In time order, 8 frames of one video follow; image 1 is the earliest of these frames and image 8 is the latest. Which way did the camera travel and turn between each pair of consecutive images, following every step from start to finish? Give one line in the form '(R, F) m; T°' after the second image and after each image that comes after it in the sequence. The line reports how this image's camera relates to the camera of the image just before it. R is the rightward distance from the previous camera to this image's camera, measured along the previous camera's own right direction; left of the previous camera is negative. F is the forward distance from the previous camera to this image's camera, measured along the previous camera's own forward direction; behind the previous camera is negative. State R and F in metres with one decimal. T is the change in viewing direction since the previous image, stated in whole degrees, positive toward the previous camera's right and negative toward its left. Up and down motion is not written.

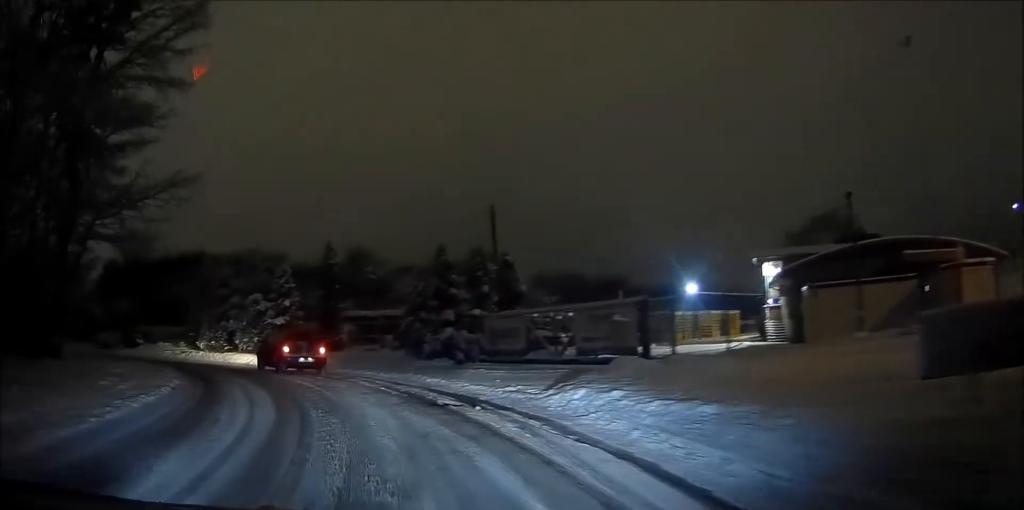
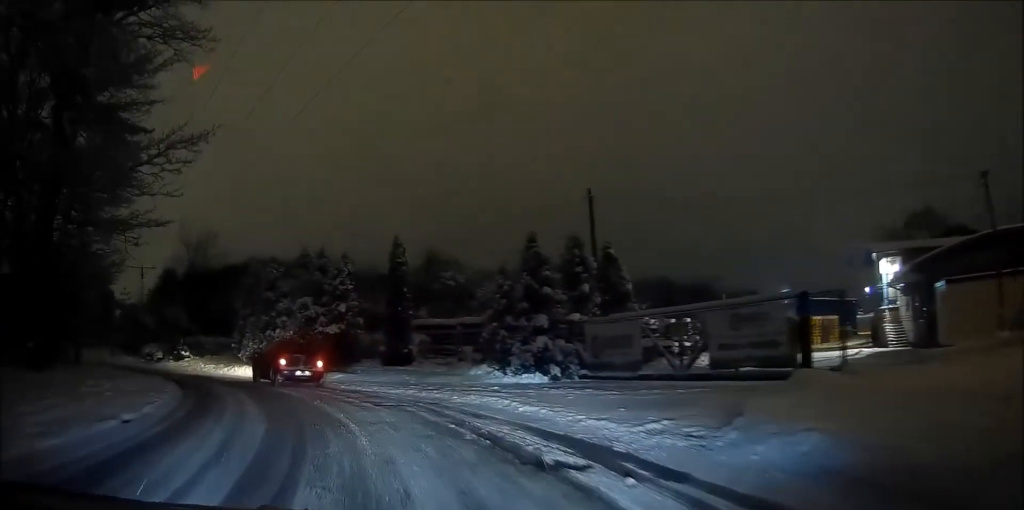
(-0.3, +5.1) m; -10°
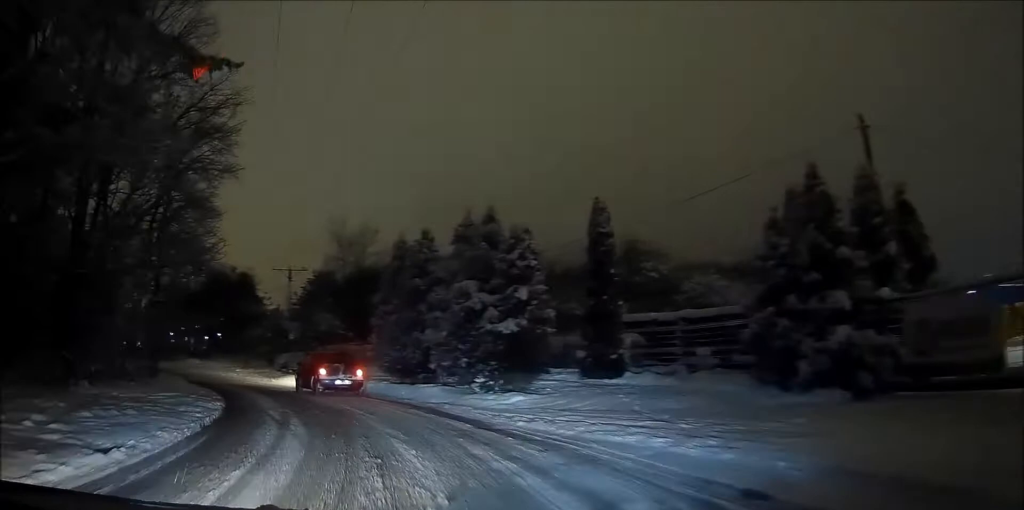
(-2.1, +8.1) m; -19°
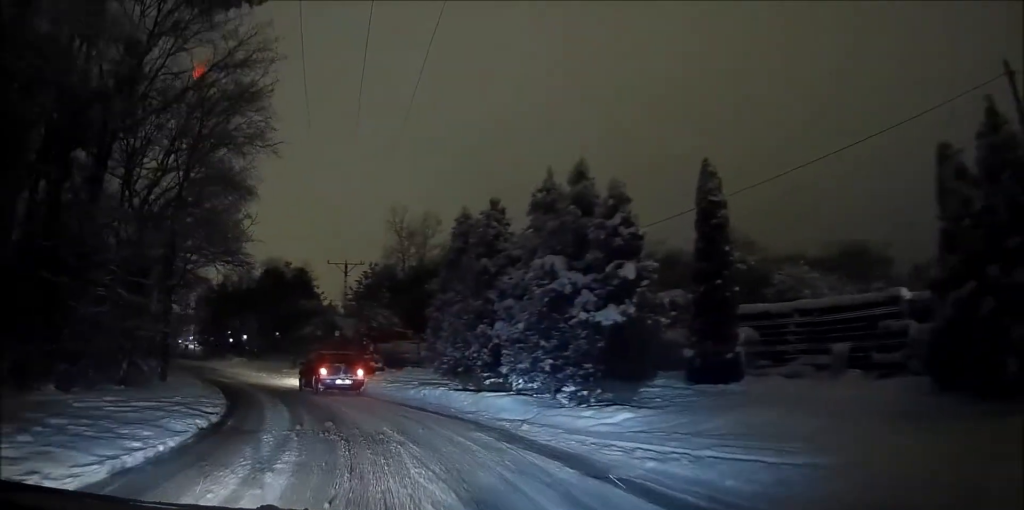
(0.0, +4.3) m; +2°
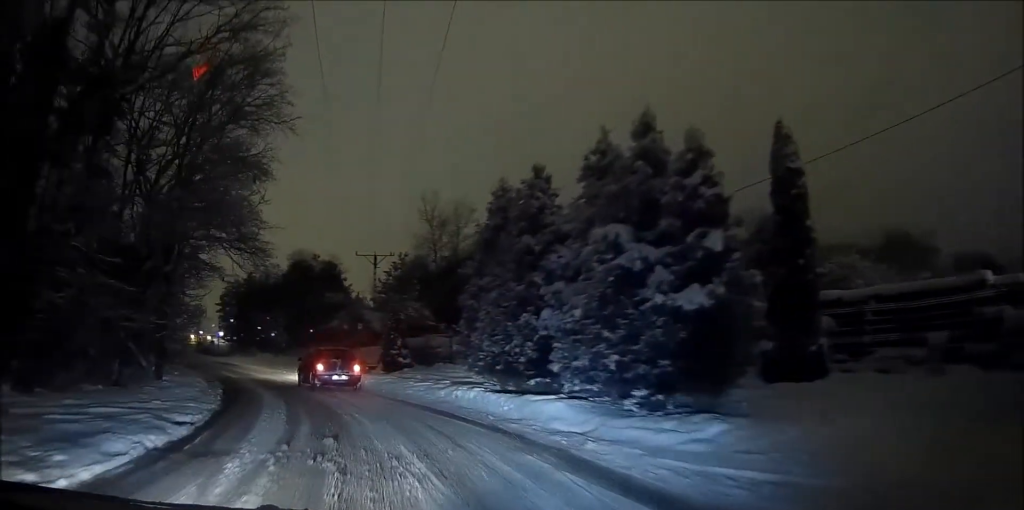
(+0.1, +2.6) m; +2°
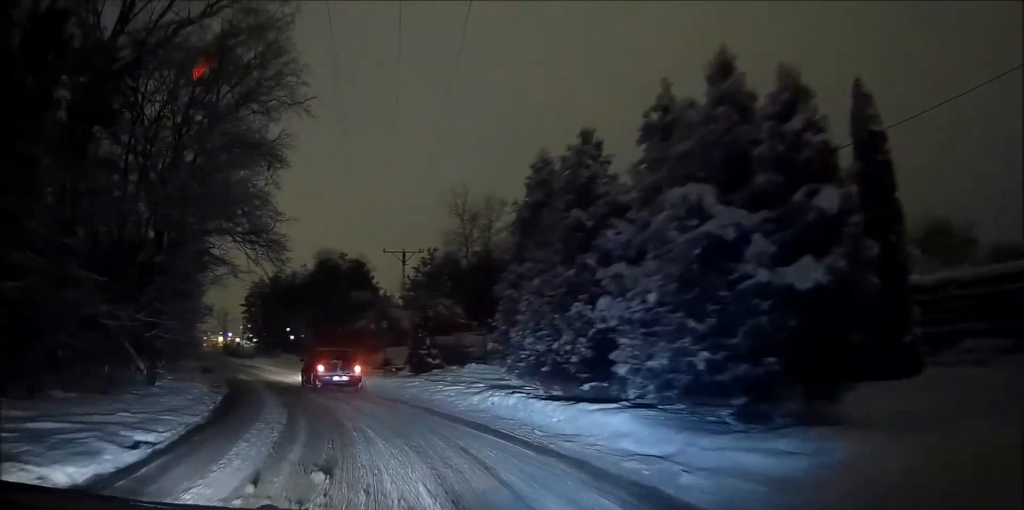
(0.0, +2.5) m; -4°
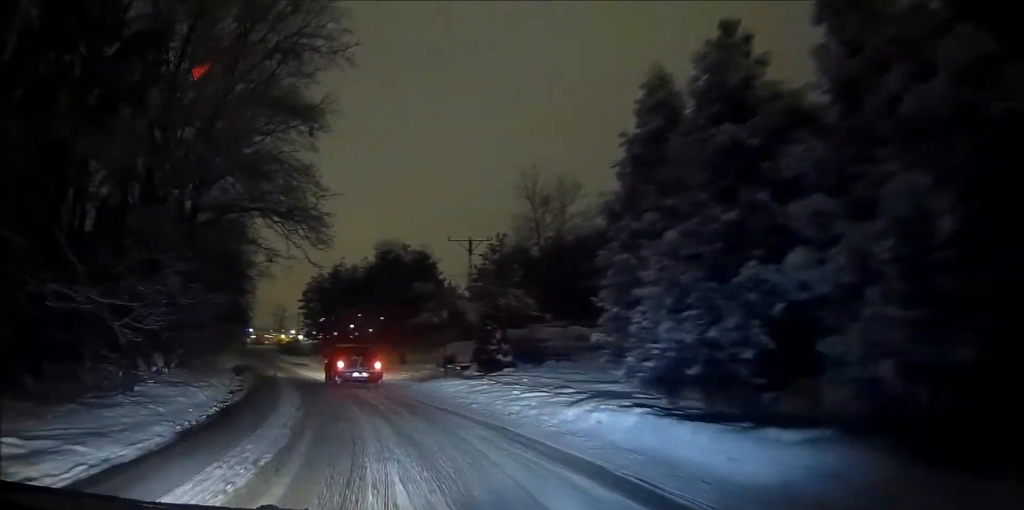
(-0.1, +4.3) m; -6°
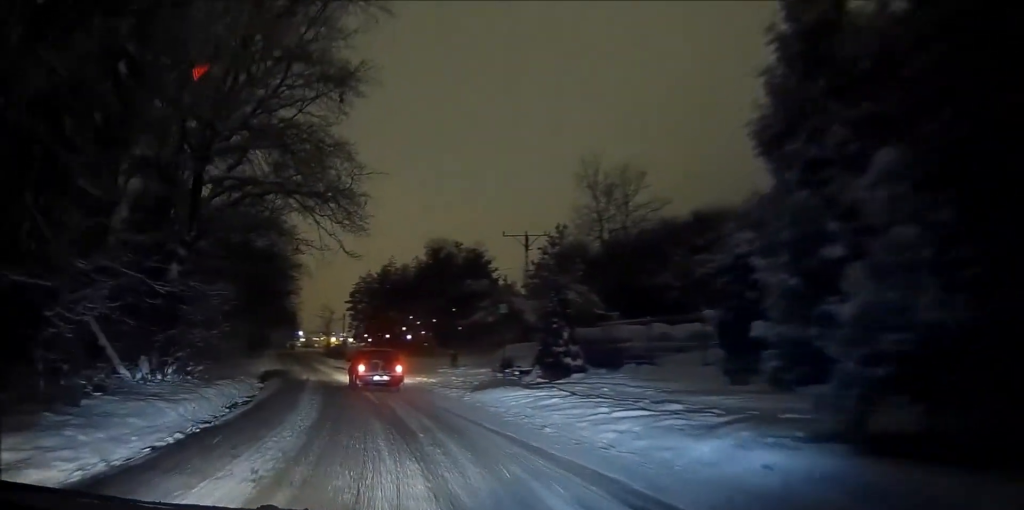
(-0.4, +3.8) m; -5°
